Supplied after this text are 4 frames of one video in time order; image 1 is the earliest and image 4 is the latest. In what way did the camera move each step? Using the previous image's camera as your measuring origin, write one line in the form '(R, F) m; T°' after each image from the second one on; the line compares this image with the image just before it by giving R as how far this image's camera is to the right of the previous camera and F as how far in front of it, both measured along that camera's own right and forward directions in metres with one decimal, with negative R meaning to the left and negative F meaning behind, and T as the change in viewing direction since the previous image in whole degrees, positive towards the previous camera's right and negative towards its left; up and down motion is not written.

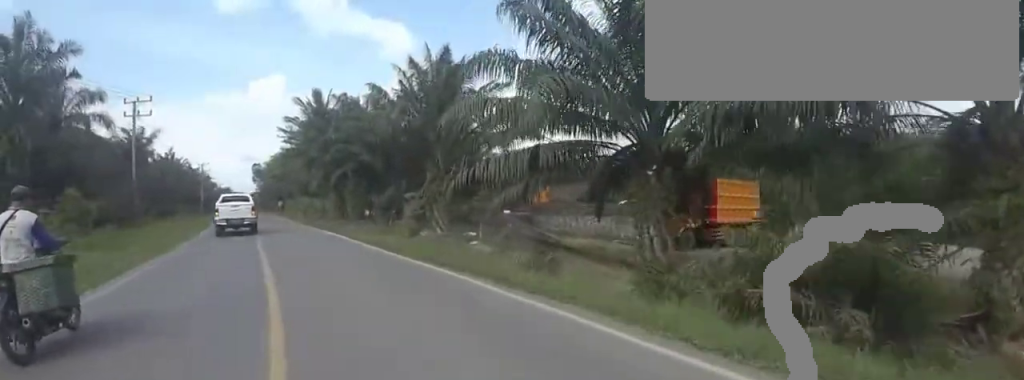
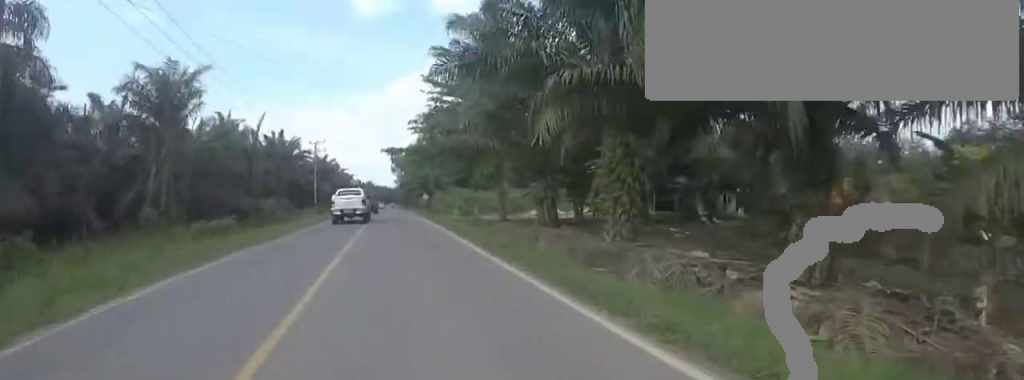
(-0.9, +25.3) m; -6°
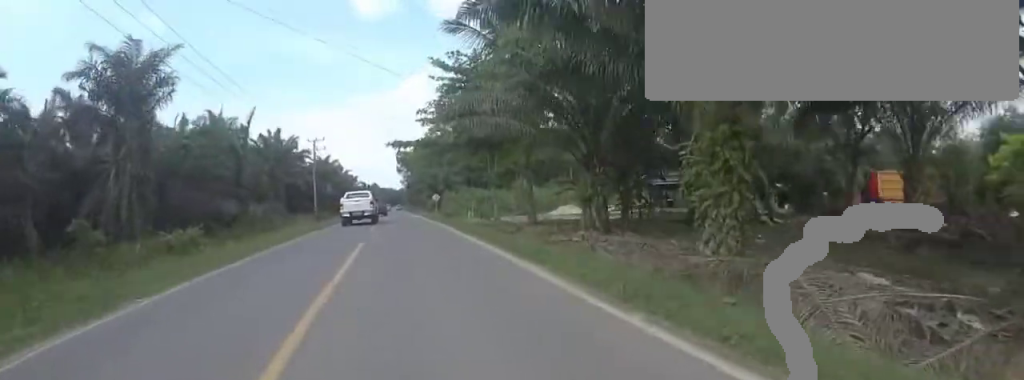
(0.0, +5.1) m; 0°
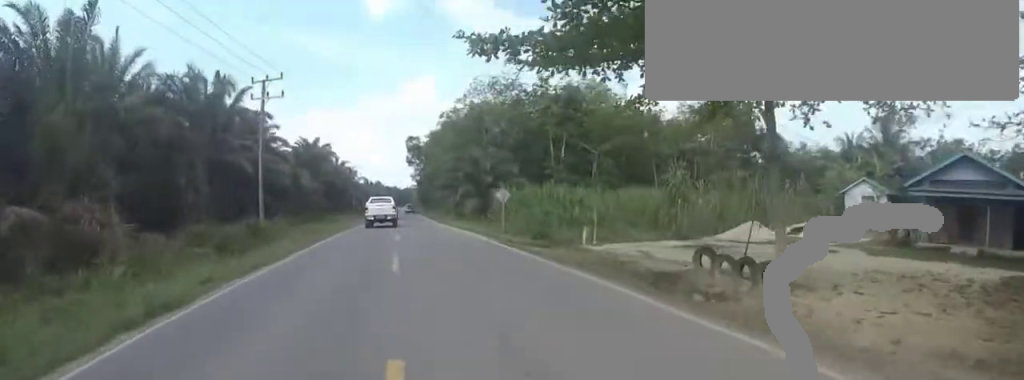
(0.0, +25.5) m; 0°
